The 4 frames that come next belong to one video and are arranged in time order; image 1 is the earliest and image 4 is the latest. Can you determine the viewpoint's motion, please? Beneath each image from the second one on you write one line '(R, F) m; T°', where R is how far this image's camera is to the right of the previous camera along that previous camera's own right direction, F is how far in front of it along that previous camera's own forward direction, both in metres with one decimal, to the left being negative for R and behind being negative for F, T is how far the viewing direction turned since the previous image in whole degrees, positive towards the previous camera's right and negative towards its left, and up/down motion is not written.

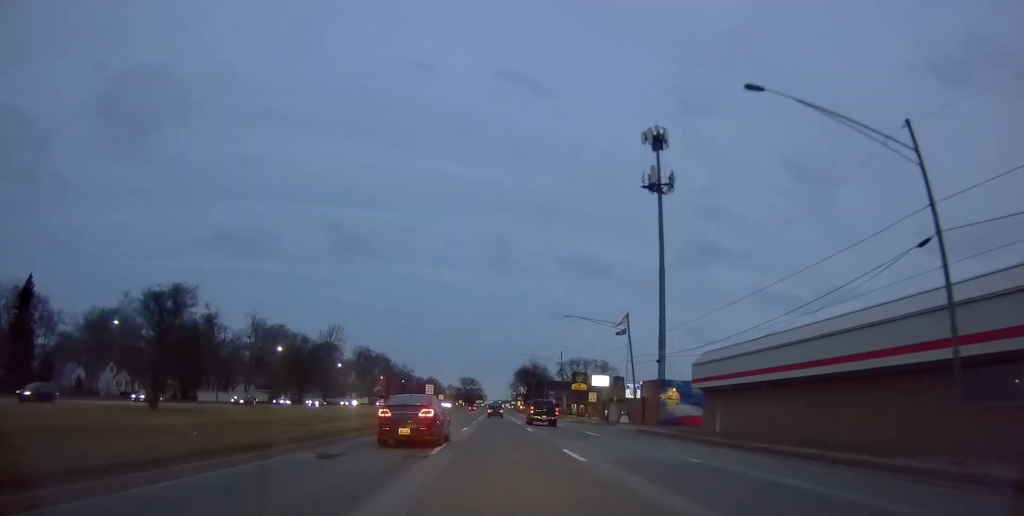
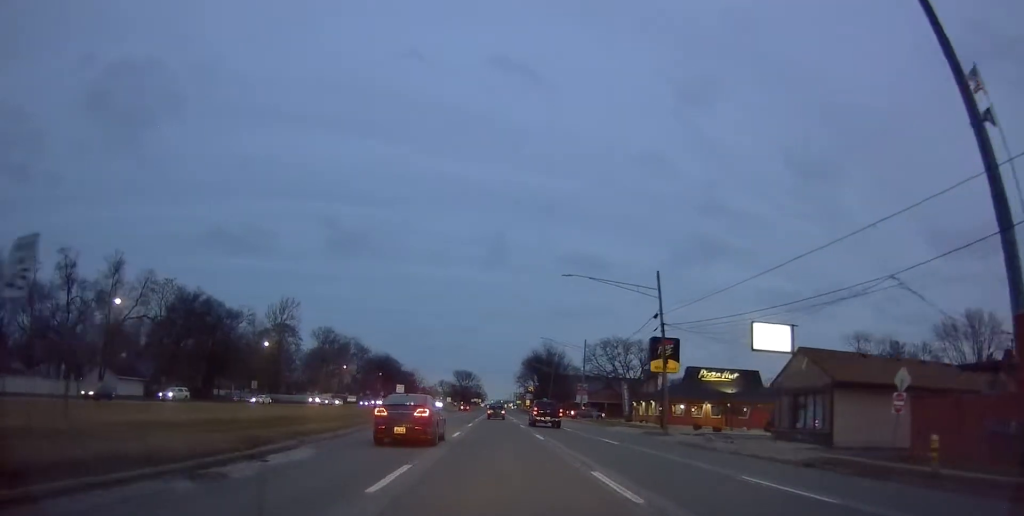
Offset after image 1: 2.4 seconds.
(+0.6, +54.0) m; +1°
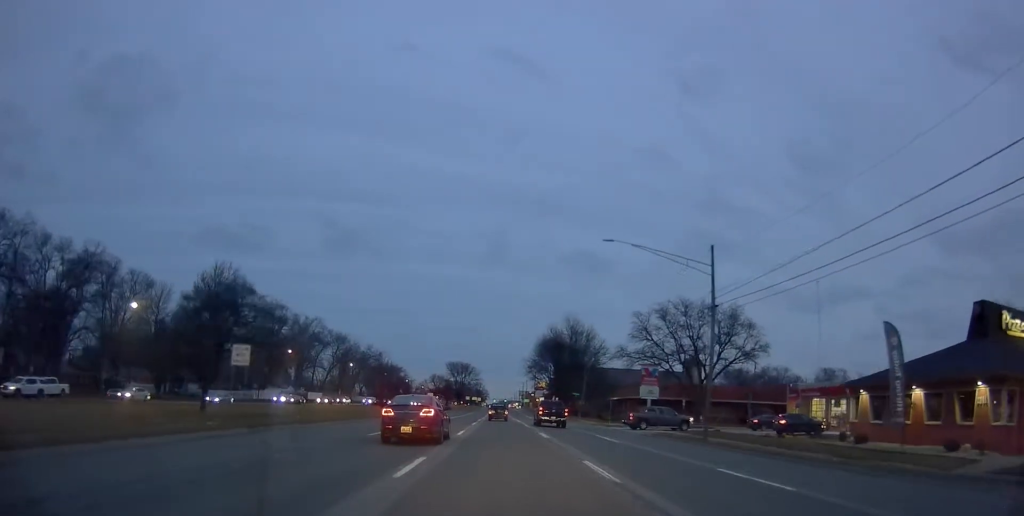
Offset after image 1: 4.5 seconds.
(-1.6, +45.1) m; -2°
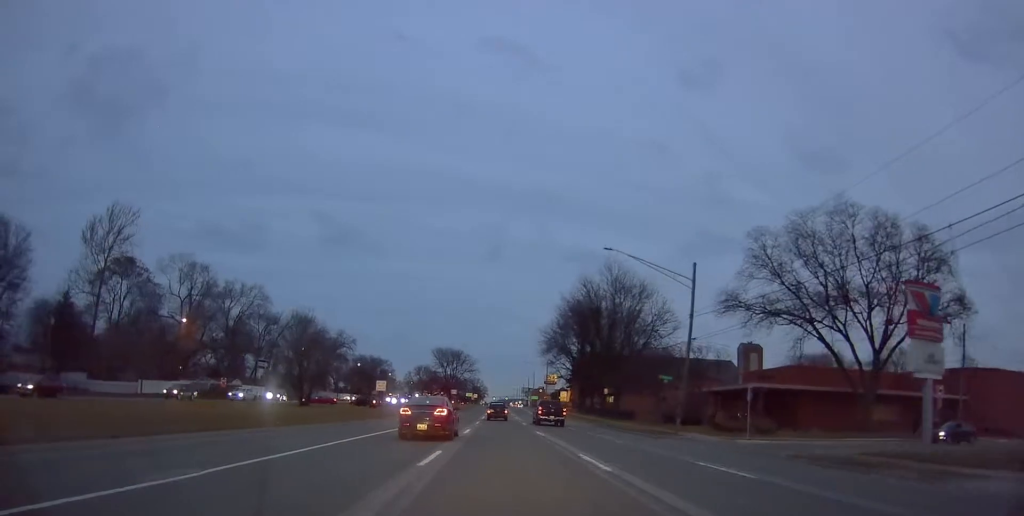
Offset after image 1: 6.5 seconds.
(+0.1, +43.0) m; 0°
